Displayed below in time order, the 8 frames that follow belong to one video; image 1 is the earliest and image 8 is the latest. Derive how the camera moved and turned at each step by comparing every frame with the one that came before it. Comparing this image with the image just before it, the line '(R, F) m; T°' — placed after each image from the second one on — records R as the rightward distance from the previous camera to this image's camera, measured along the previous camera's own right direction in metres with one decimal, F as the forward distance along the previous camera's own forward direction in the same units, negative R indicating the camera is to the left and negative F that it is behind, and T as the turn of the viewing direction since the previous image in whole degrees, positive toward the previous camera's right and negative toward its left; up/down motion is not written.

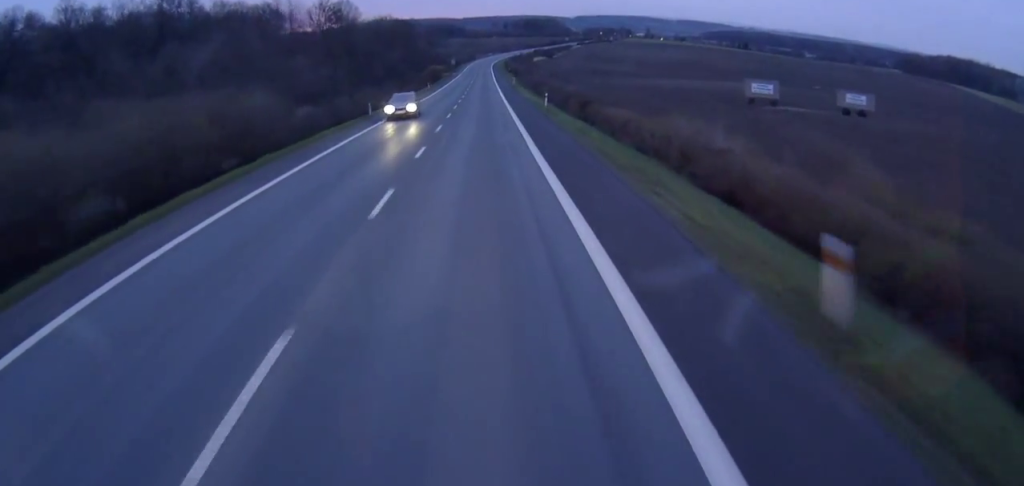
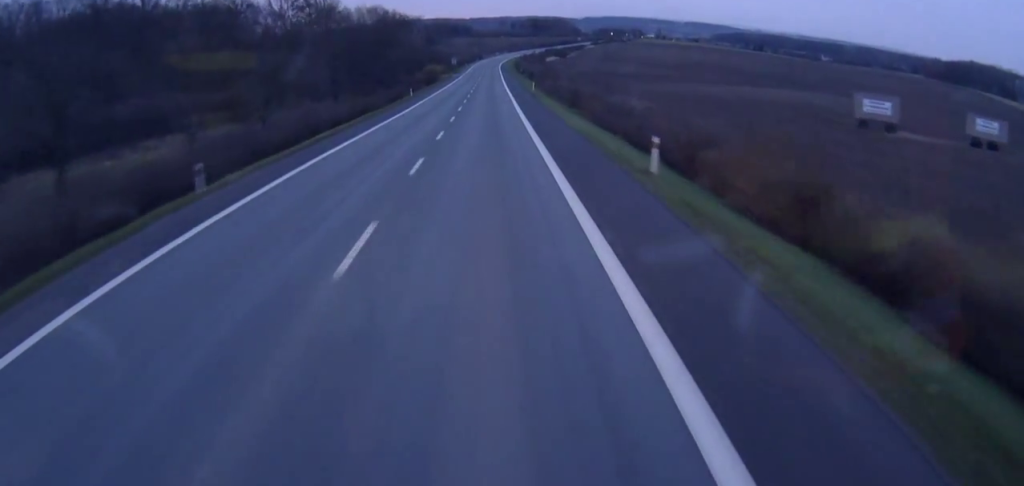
(+1.1, +40.8) m; +6°
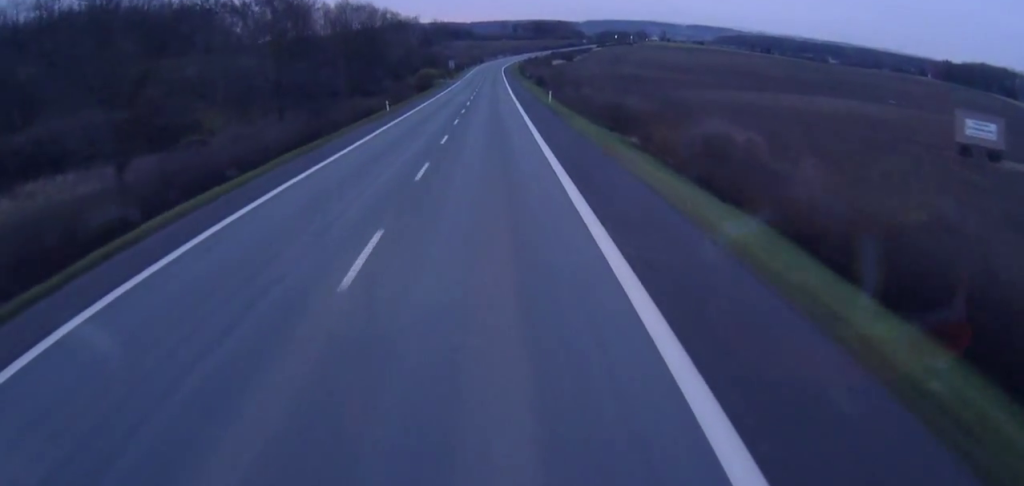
(+0.8, +21.3) m; +5°
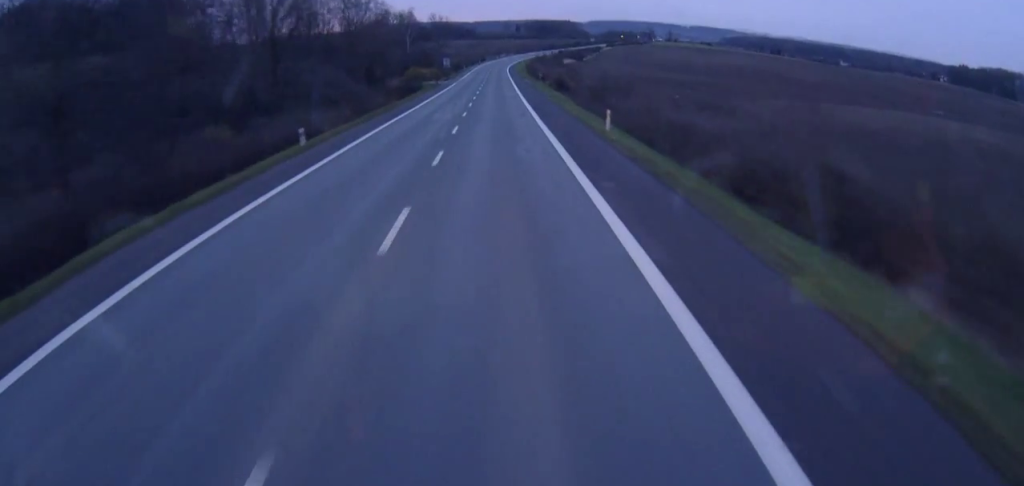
(+1.2, +23.8) m; +4°
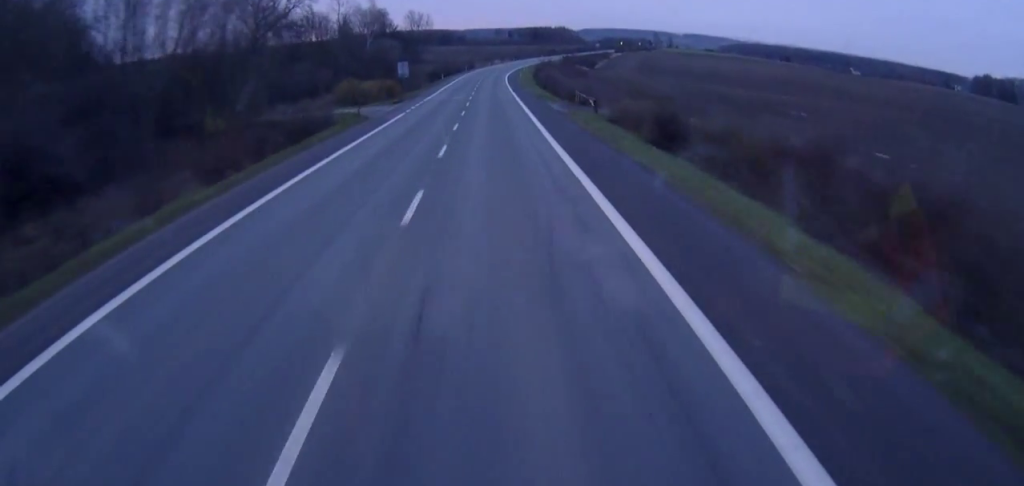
(+0.2, +53.1) m; 0°
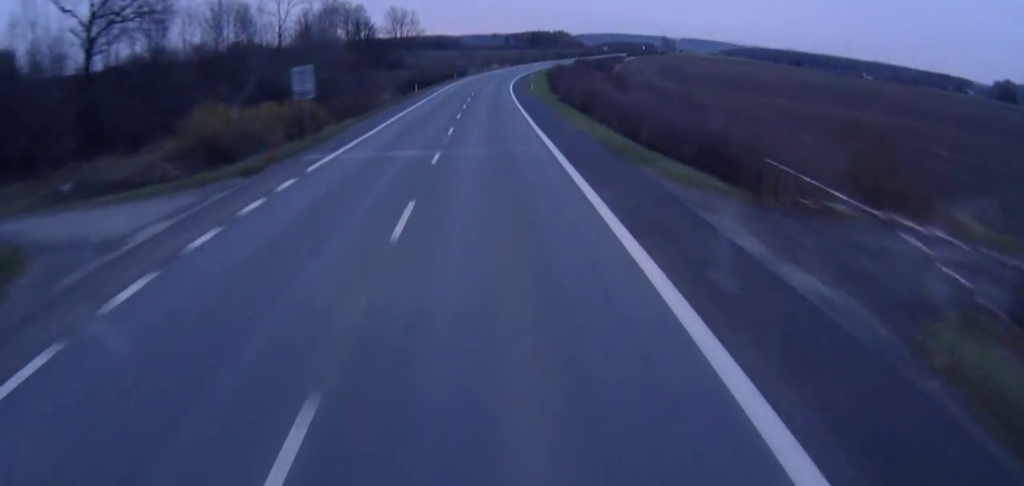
(+0.6, +37.5) m; +1°
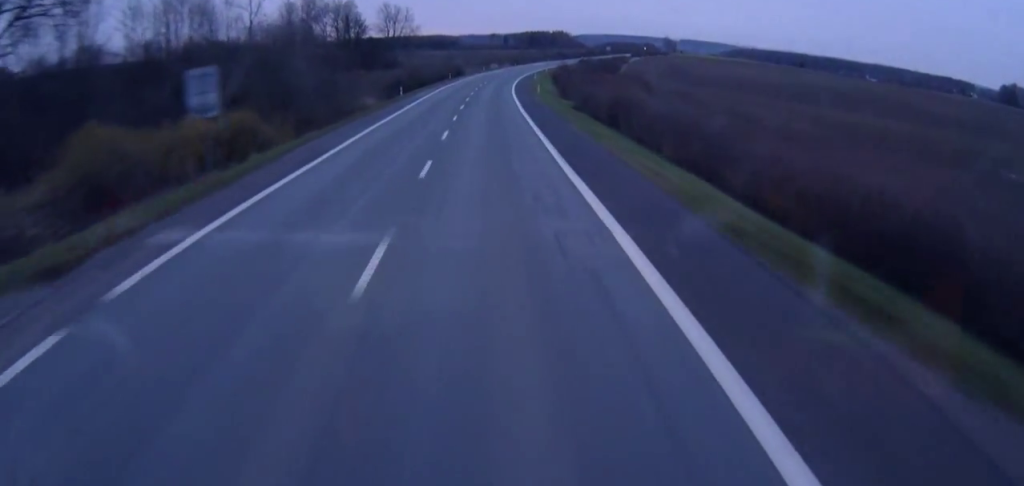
(0.0, +12.0) m; 0°
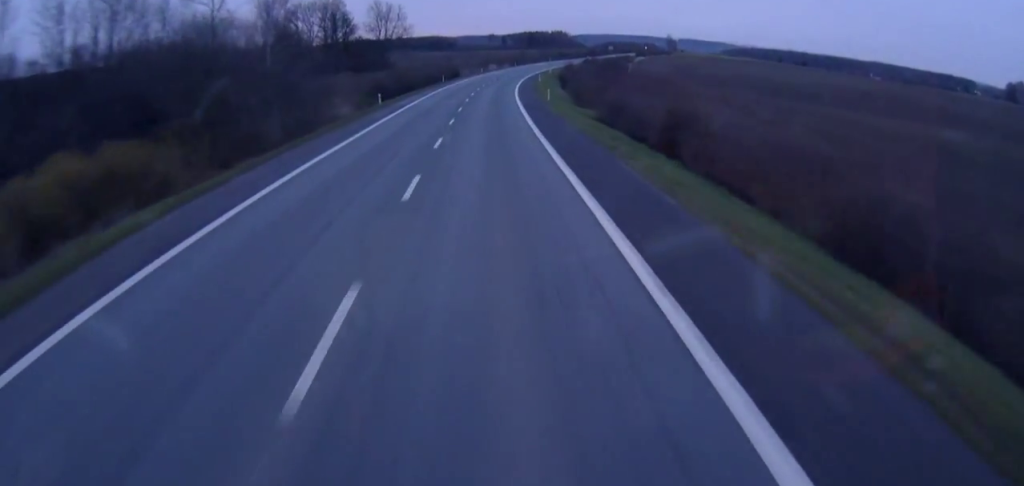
(0.0, +12.1) m; 0°
